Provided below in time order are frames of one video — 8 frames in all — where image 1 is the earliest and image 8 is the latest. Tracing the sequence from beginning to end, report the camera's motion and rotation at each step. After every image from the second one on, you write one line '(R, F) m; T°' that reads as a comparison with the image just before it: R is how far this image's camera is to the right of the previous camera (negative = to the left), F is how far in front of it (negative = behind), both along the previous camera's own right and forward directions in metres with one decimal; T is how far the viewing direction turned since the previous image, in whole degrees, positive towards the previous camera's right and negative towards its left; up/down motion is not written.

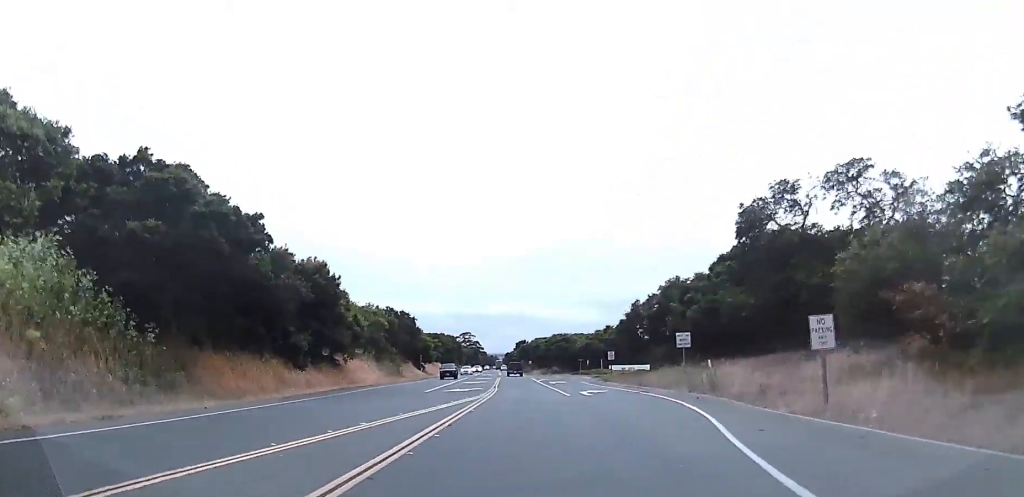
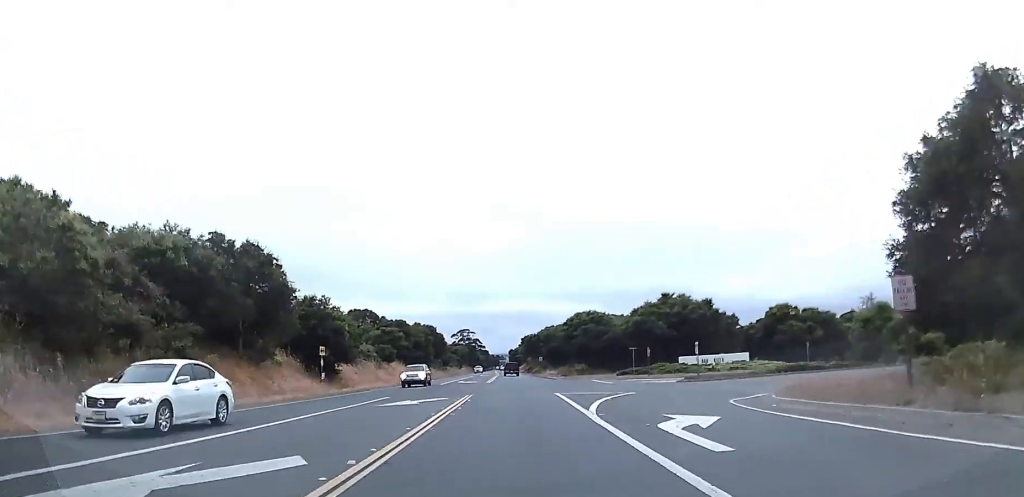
(+1.3, +50.0) m; -1°
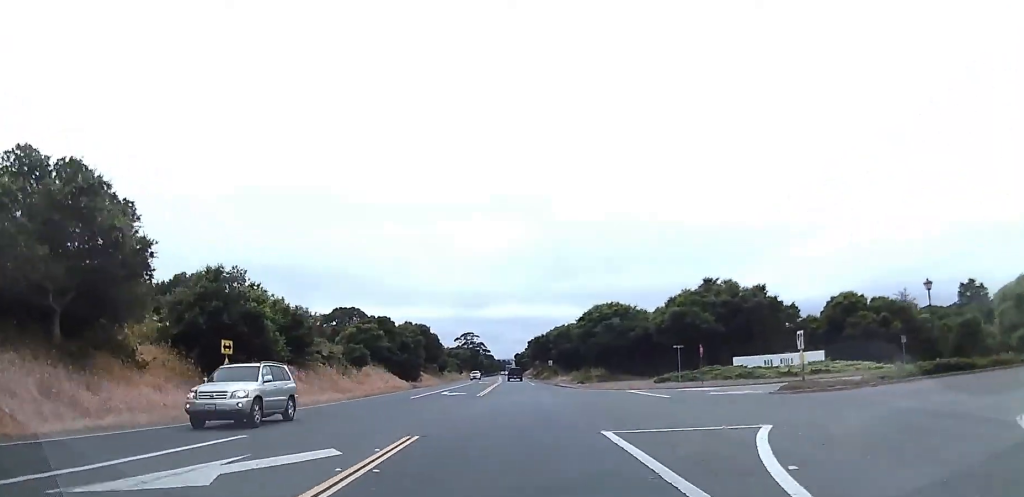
(-0.4, +16.6) m; 0°
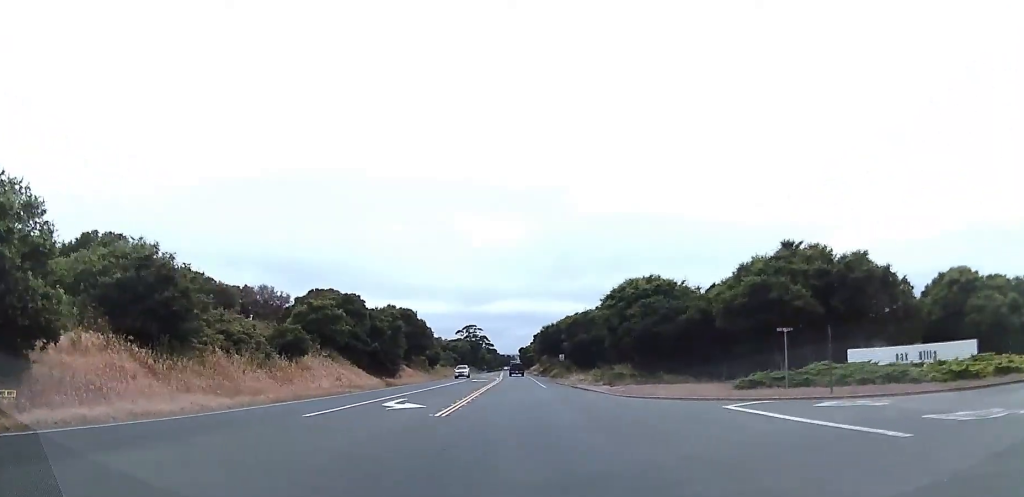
(0.0, +19.1) m; 0°
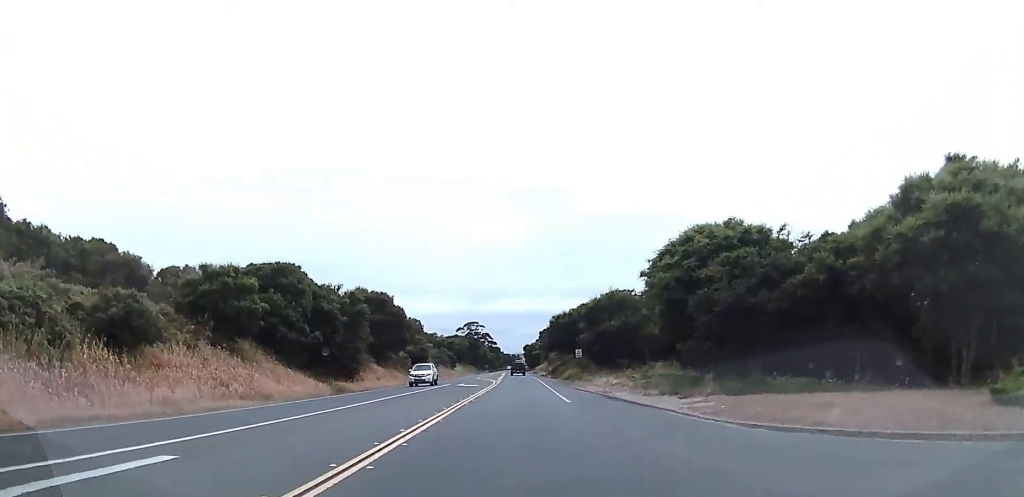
(+0.2, +20.0) m; 0°
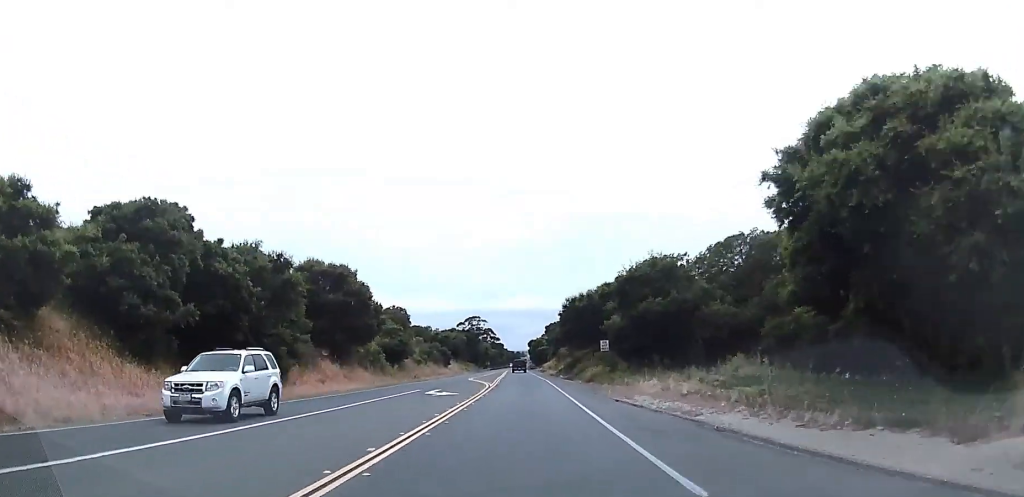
(-0.2, +18.4) m; 0°
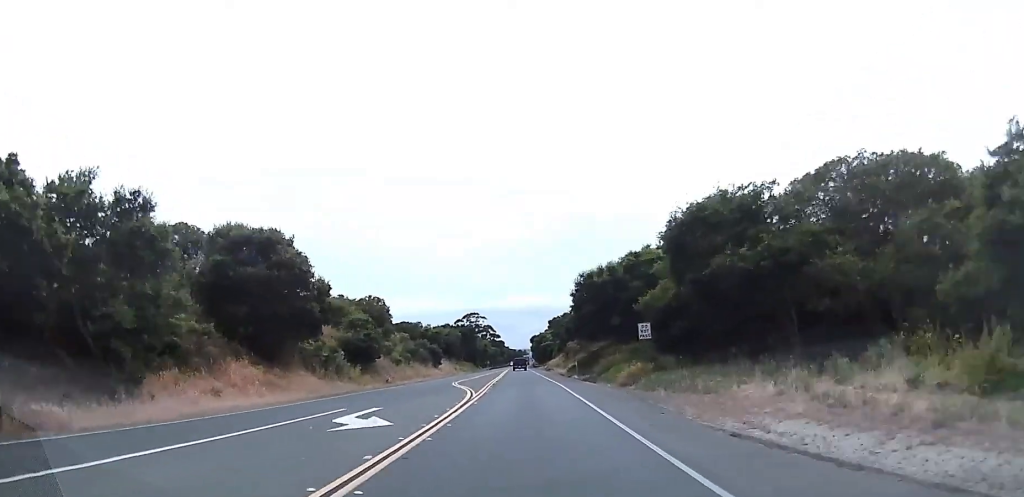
(+0.2, +15.9) m; 0°
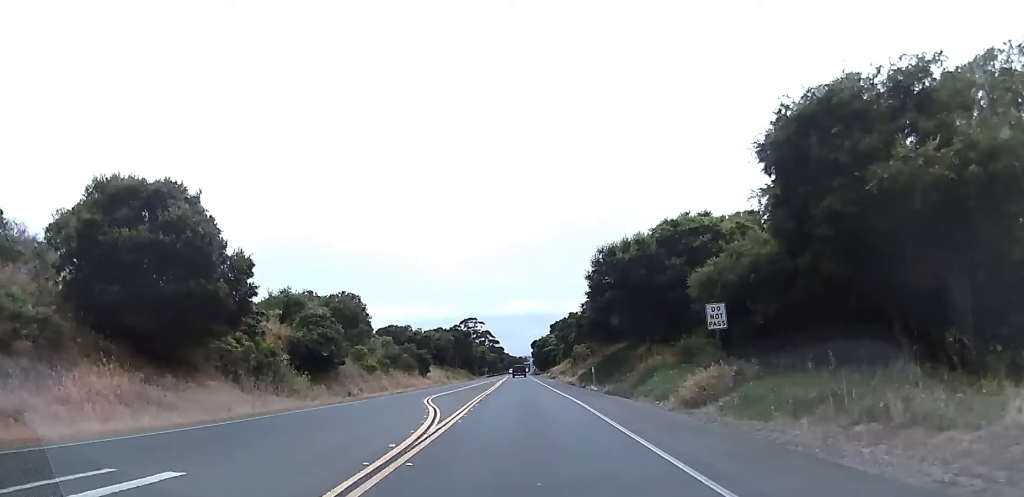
(+0.1, +12.5) m; 0°
